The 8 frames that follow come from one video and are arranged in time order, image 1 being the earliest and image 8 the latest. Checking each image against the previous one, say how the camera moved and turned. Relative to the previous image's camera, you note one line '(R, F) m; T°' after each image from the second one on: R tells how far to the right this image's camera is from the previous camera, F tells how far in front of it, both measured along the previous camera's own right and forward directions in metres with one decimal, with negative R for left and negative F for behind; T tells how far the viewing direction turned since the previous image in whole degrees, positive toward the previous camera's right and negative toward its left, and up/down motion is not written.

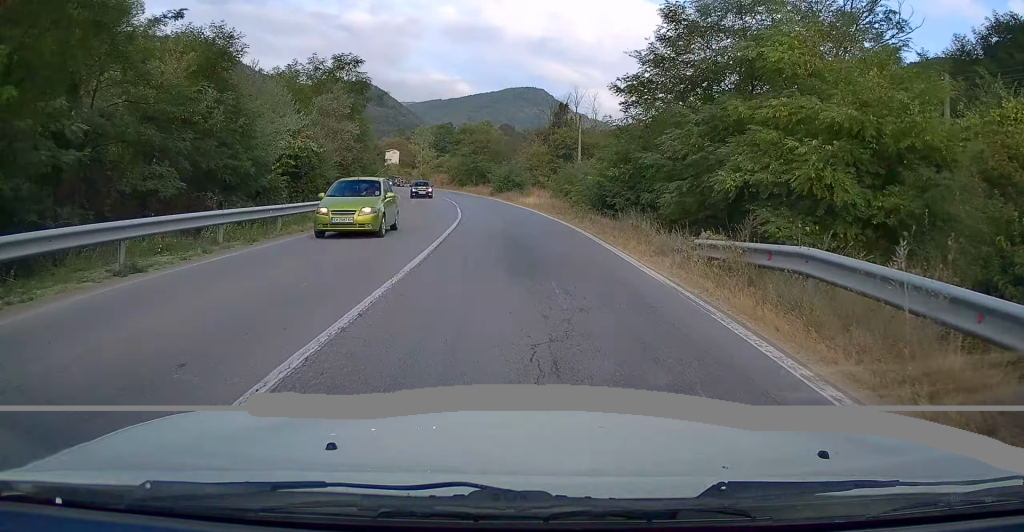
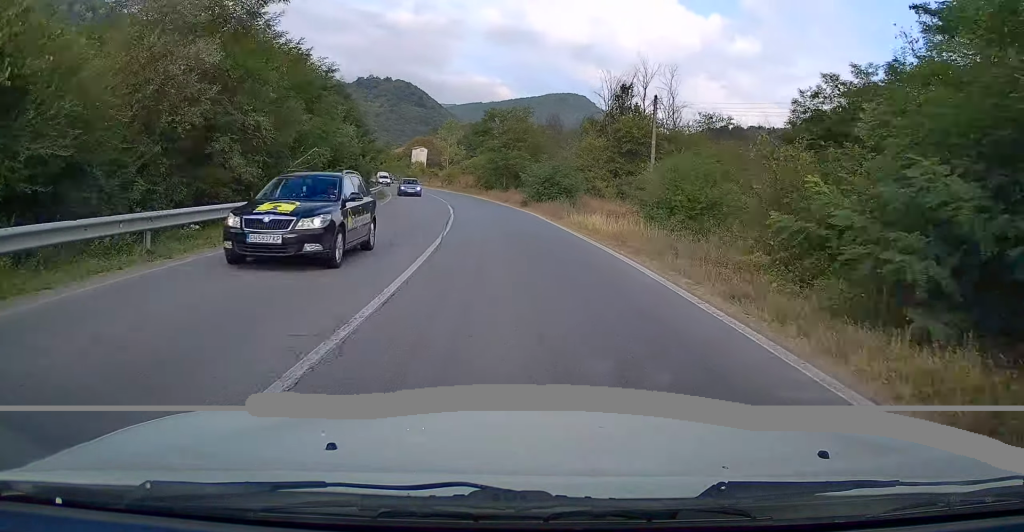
(-0.6, +19.4) m; -4°
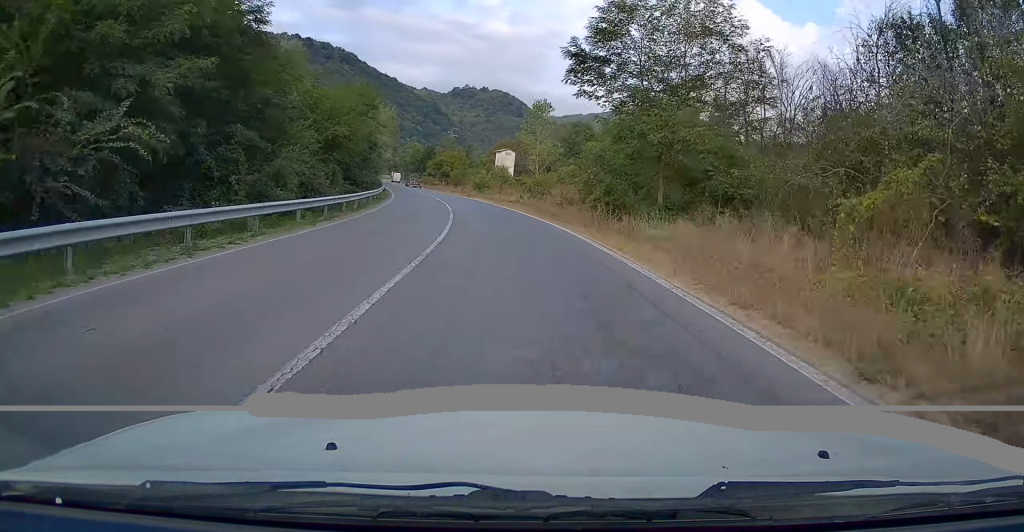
(-2.0, +38.7) m; -6°
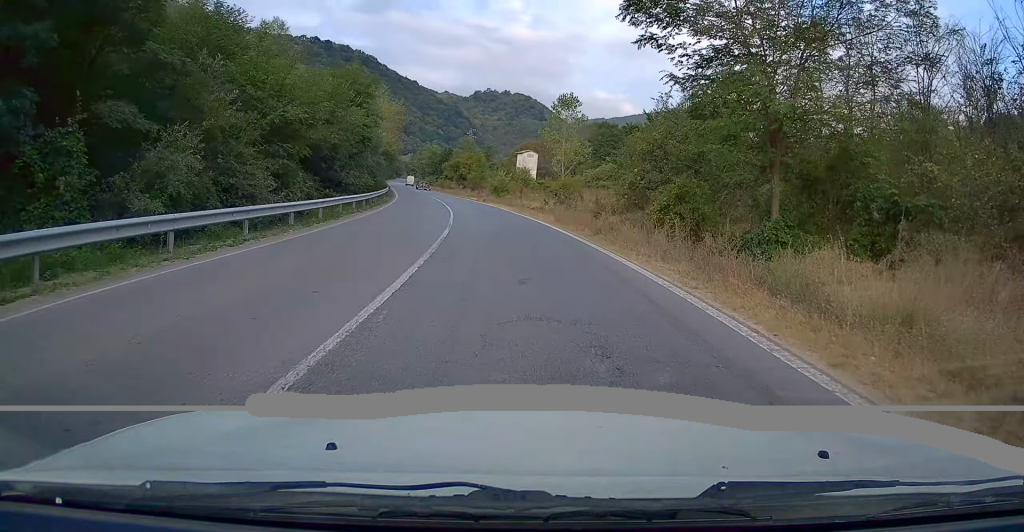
(-0.3, +8.9) m; -2°
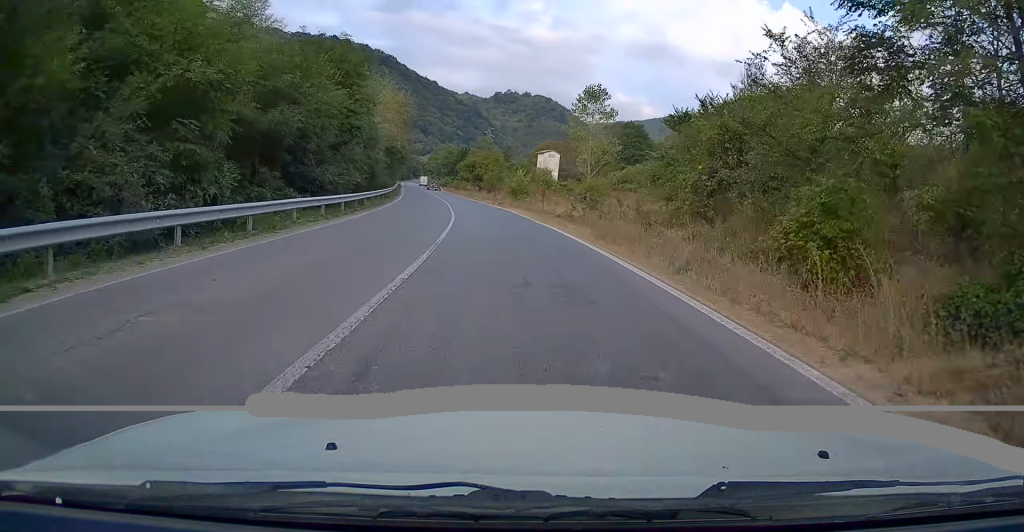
(-0.1, +7.8) m; -2°
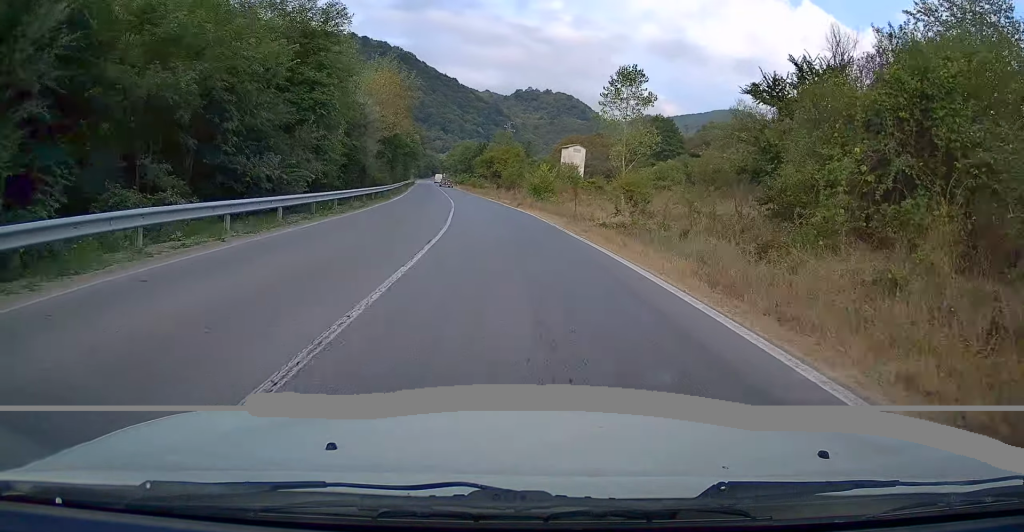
(+0.1, +9.6) m; -2°
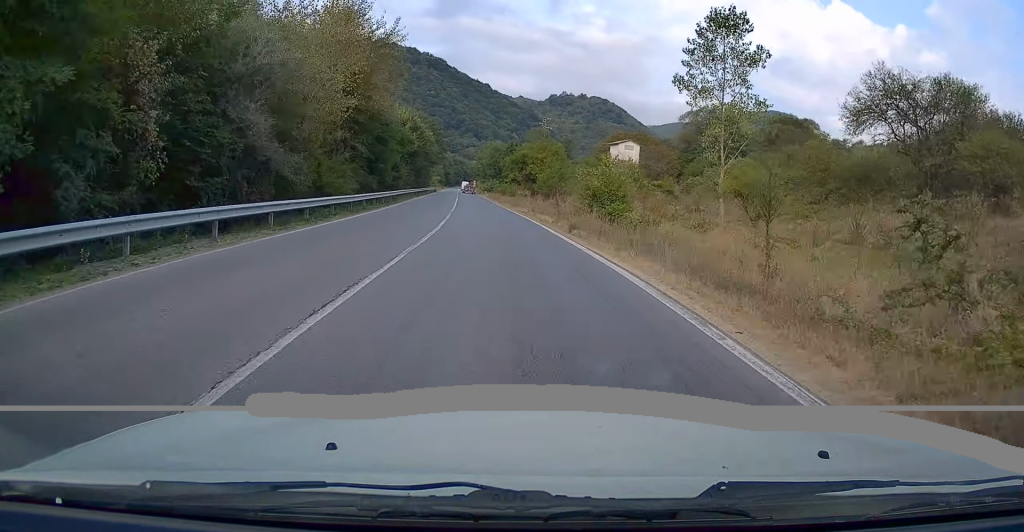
(-1.1, +20.3) m; -5°
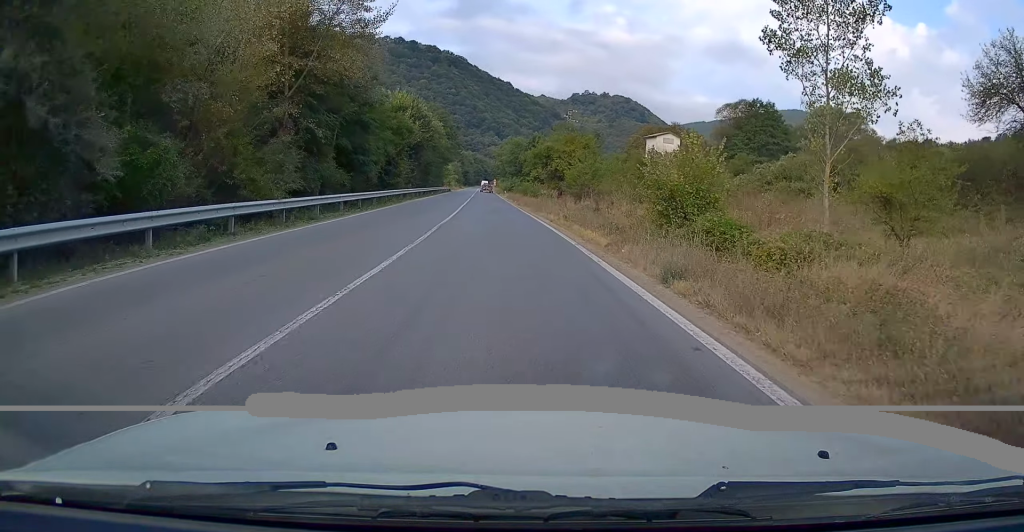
(-0.3, +11.4) m; -1°
